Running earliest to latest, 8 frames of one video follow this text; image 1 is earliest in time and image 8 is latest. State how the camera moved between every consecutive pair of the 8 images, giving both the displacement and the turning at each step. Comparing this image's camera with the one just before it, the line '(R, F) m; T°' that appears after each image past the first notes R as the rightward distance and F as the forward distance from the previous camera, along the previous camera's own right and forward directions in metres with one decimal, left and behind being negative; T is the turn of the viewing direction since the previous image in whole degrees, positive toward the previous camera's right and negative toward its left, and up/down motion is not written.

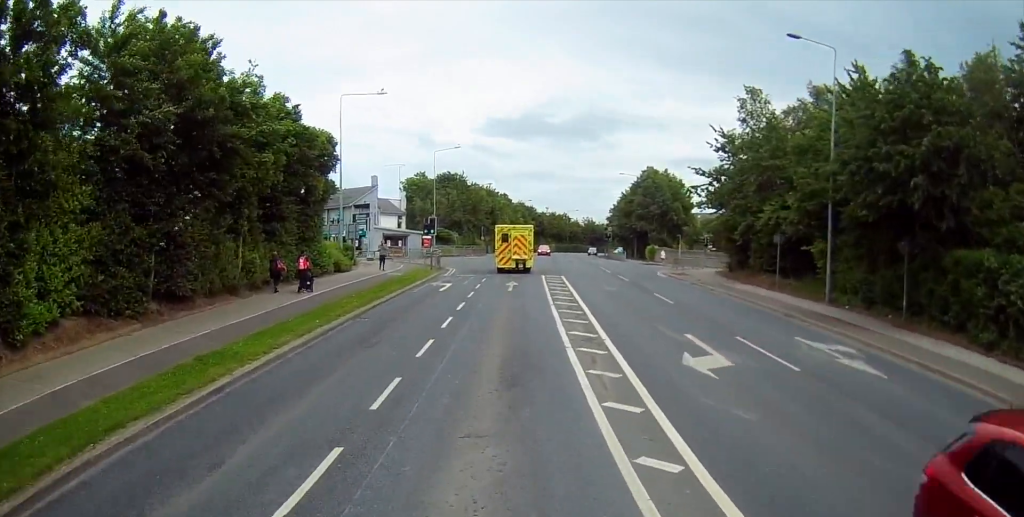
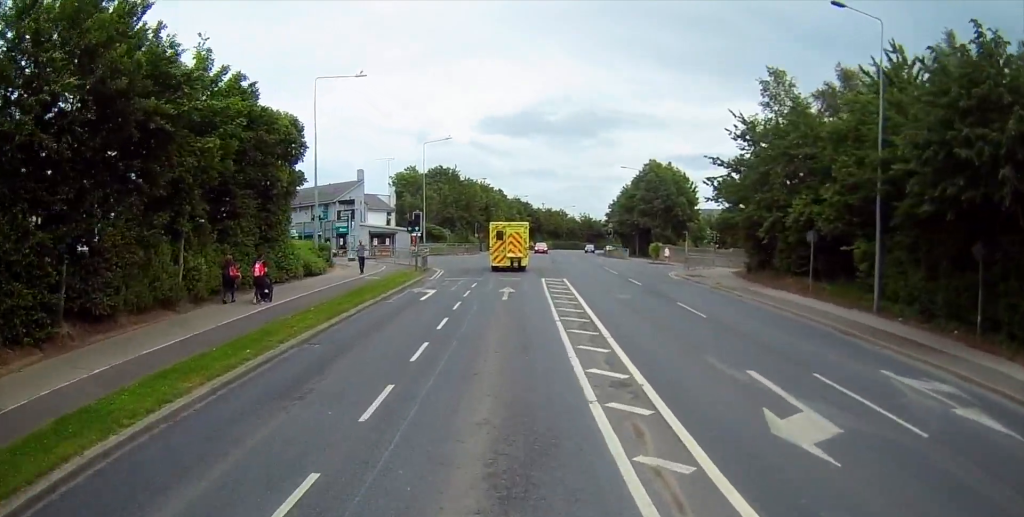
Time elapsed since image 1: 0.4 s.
(+0.2, +4.5) m; -1°
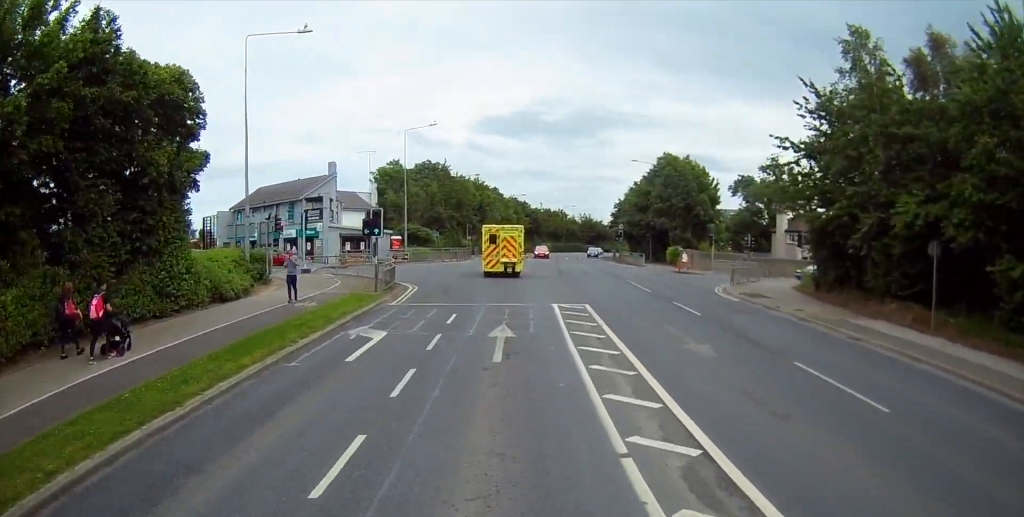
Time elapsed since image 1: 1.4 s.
(-0.5, +9.8) m; -1°
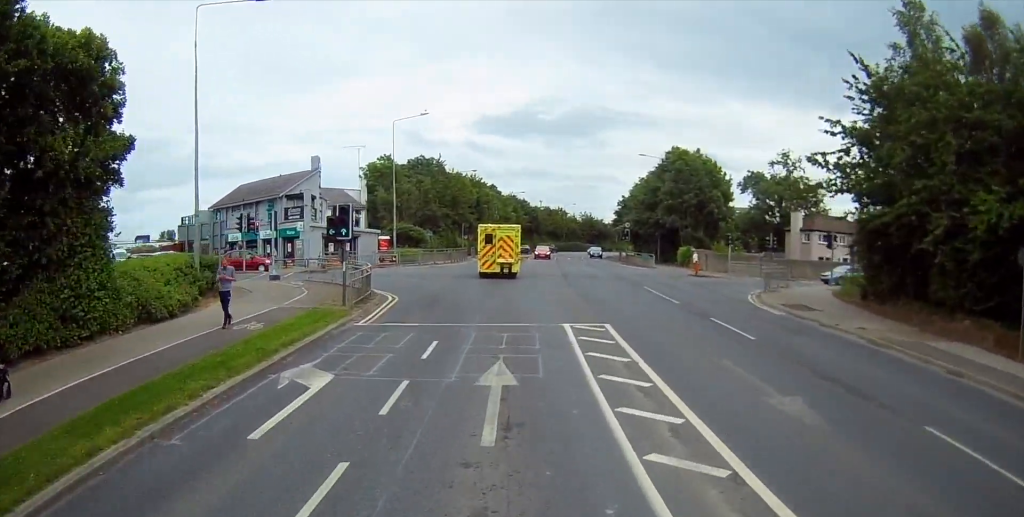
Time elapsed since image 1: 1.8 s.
(0.0, +4.7) m; 0°
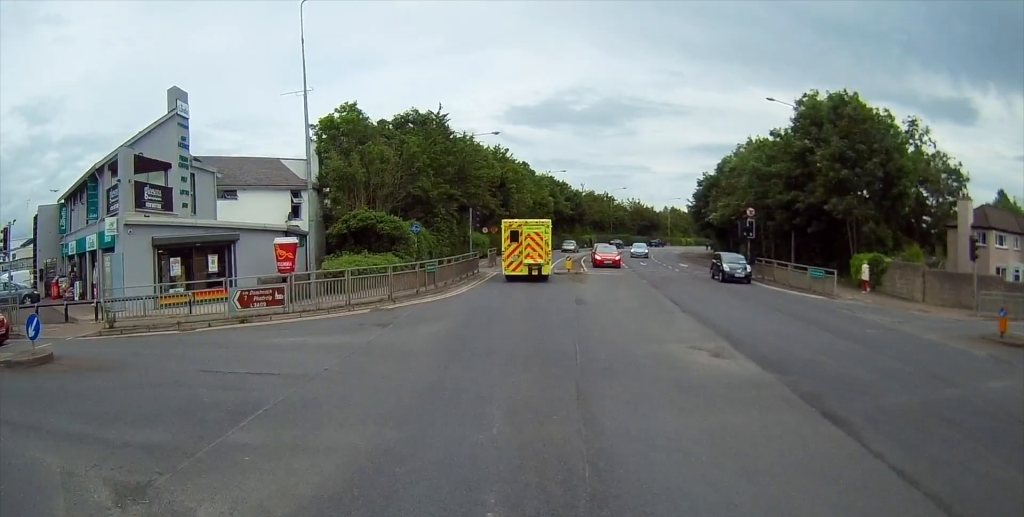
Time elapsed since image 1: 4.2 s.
(+1.0, +27.8) m; +2°
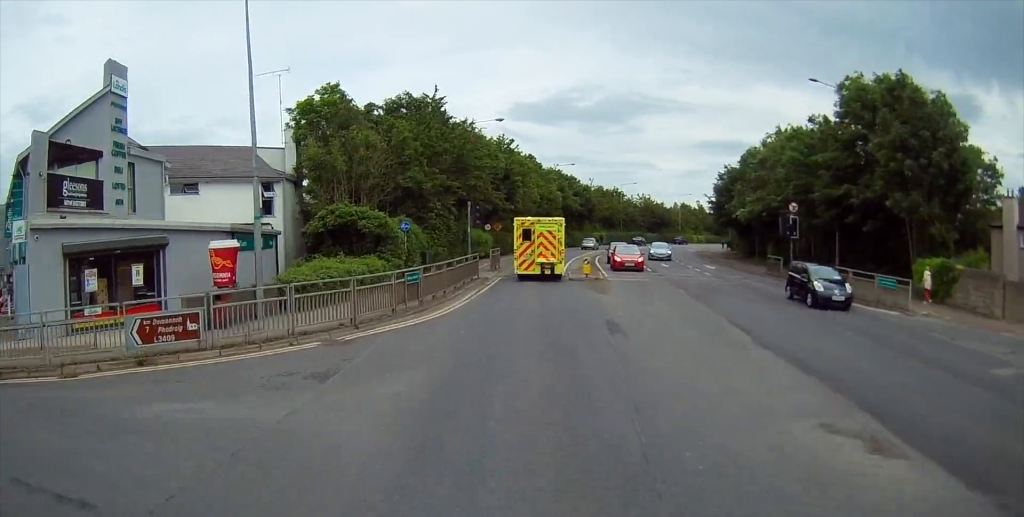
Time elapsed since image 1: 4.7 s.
(0.0, +5.9) m; -1°
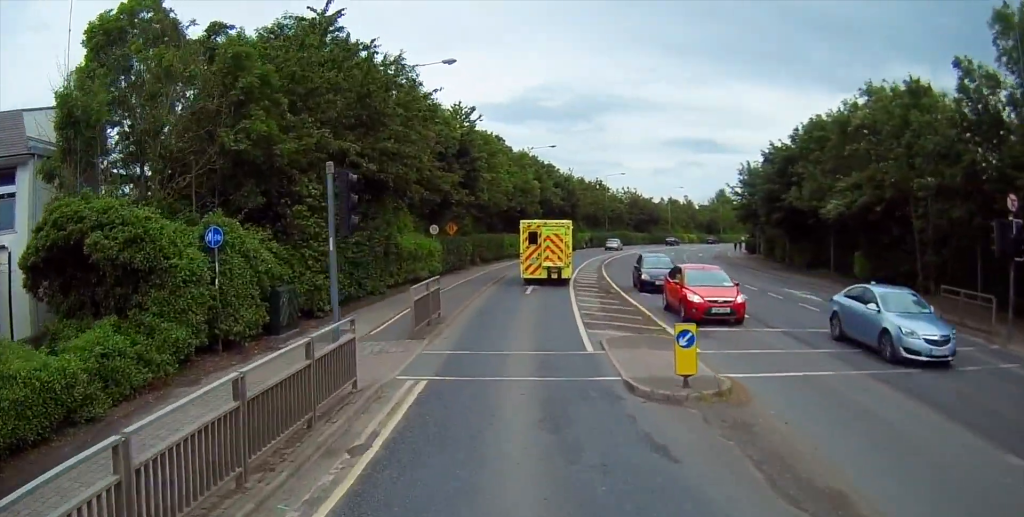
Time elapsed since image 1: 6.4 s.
(-0.8, +20.3) m; -2°
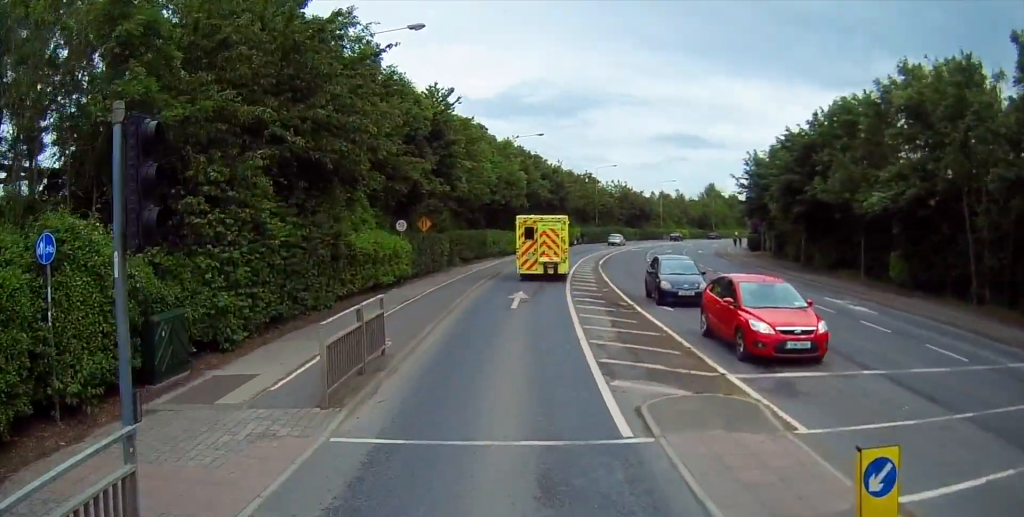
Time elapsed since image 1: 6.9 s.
(+0.1, +5.7) m; +2°
